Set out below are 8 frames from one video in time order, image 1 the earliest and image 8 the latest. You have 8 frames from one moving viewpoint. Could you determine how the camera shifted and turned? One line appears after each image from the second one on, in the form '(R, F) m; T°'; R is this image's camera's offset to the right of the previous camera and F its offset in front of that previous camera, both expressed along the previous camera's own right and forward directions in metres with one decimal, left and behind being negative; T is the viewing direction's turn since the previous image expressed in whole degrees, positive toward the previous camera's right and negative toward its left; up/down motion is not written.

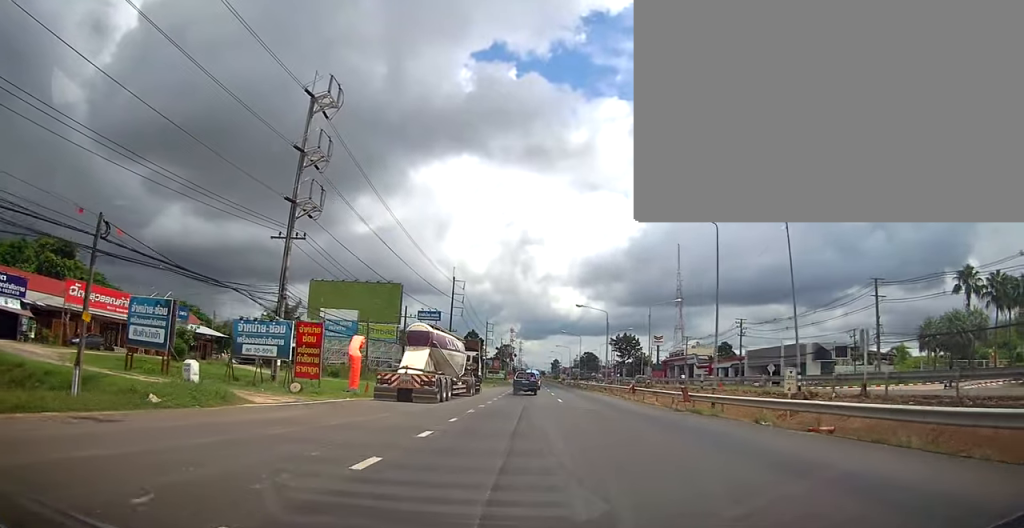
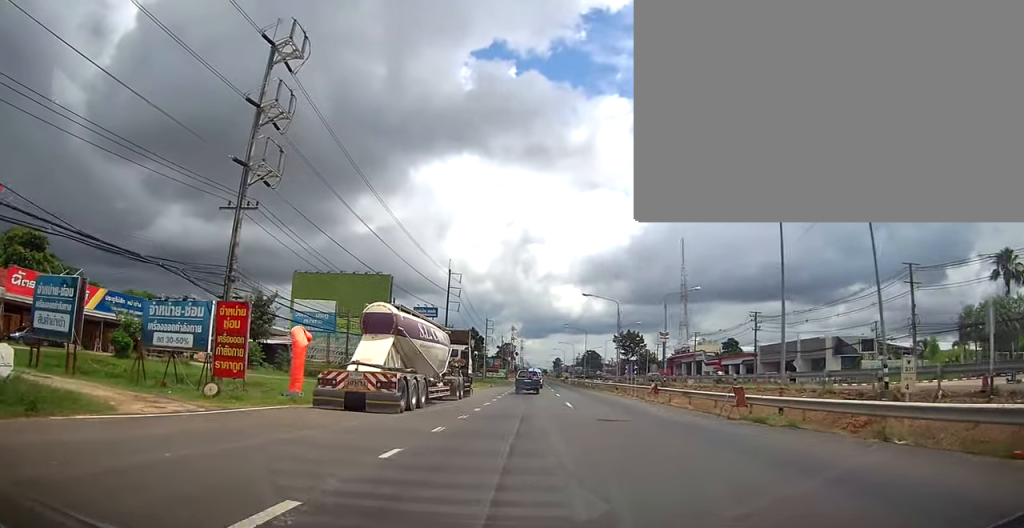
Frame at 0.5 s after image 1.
(-0.3, +7.3) m; 0°
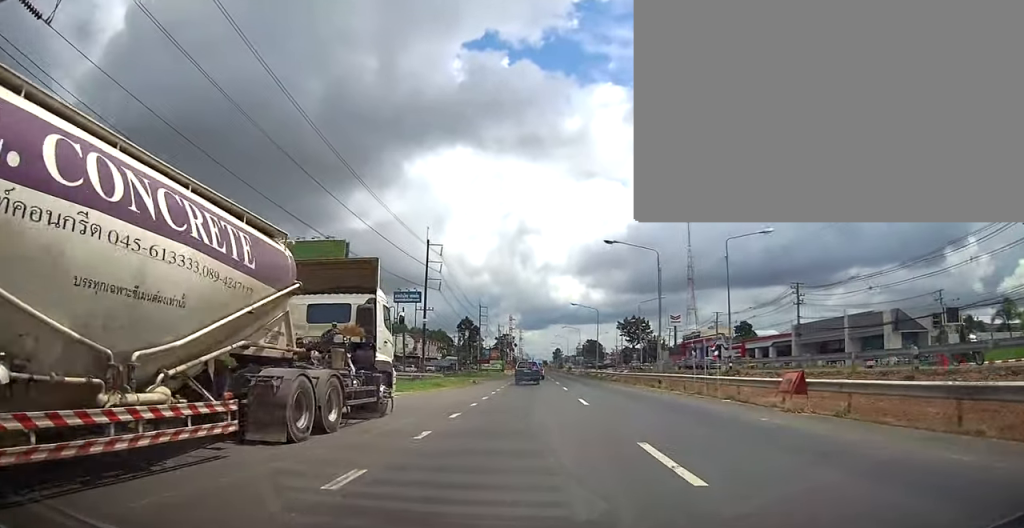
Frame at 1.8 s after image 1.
(+0.5, +19.7) m; 0°
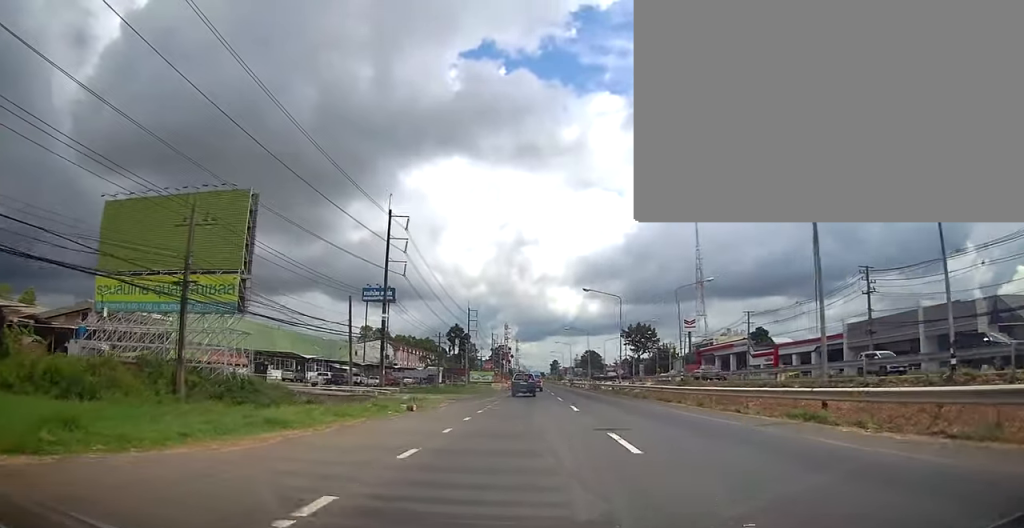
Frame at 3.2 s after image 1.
(+0.2, +22.1) m; +1°
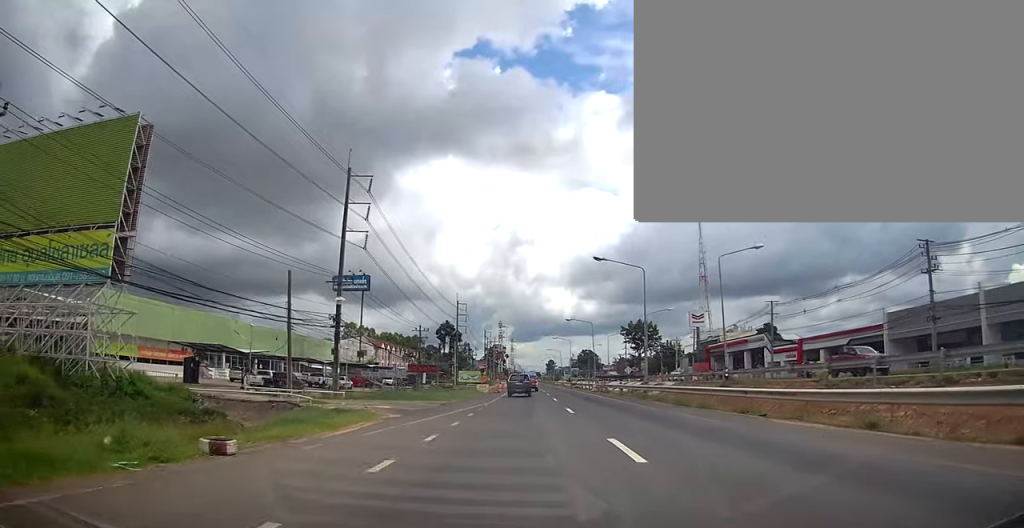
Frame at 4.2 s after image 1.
(-0.1, +13.5) m; -2°
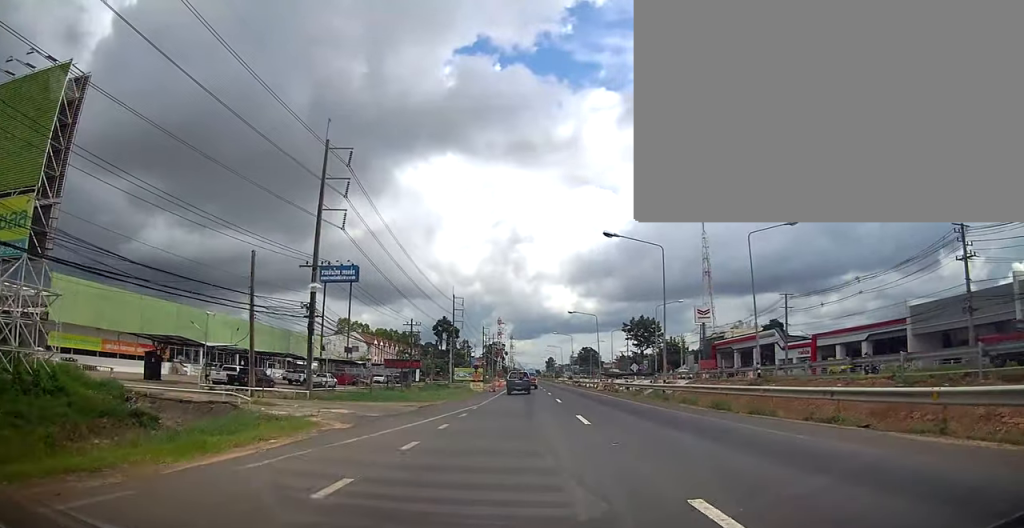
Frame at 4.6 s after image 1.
(-0.1, +6.0) m; -1°
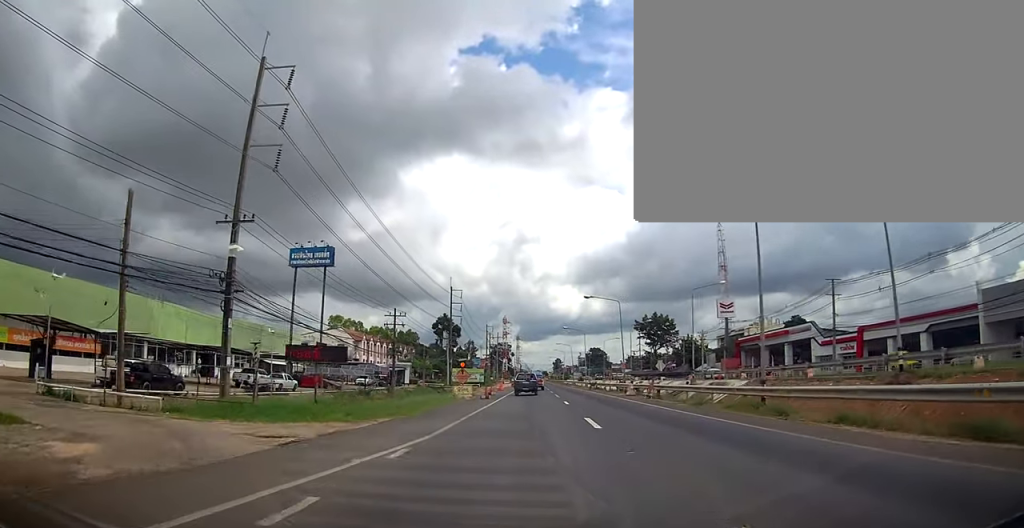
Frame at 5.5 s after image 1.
(-0.1, +13.5) m; 0°
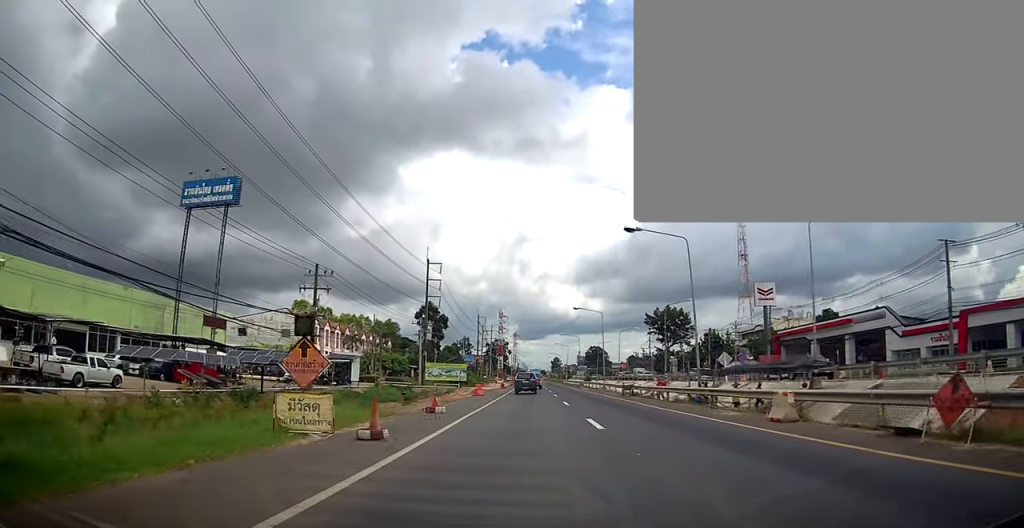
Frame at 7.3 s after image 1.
(+0.2, +24.5) m; +1°
